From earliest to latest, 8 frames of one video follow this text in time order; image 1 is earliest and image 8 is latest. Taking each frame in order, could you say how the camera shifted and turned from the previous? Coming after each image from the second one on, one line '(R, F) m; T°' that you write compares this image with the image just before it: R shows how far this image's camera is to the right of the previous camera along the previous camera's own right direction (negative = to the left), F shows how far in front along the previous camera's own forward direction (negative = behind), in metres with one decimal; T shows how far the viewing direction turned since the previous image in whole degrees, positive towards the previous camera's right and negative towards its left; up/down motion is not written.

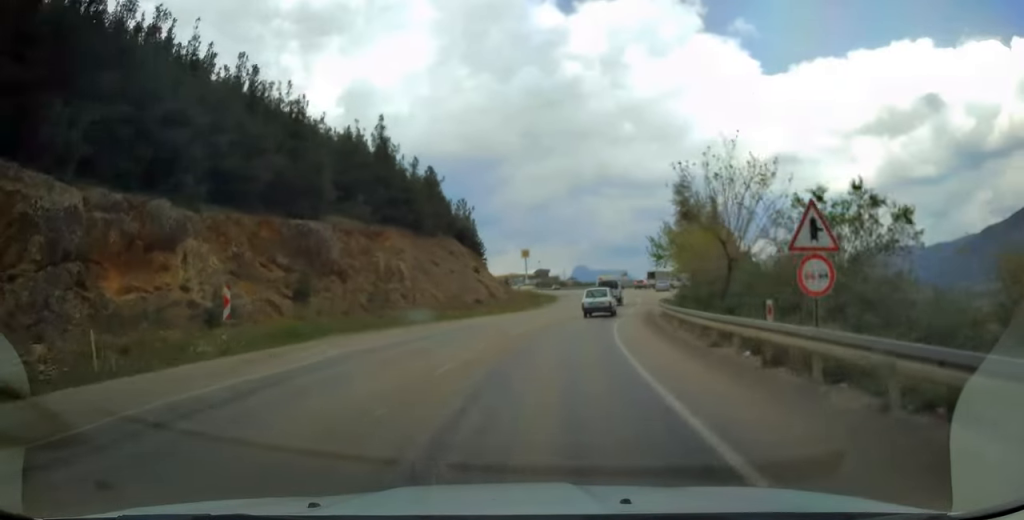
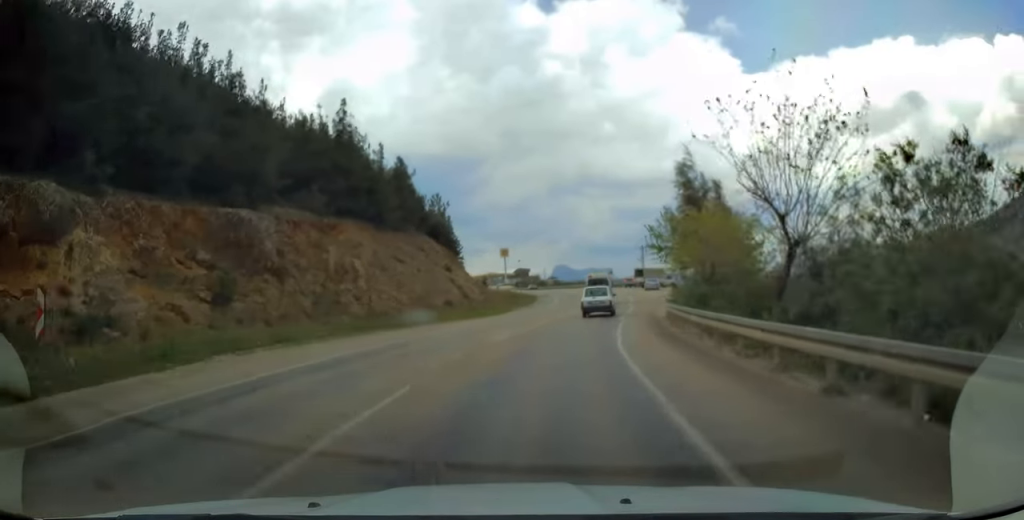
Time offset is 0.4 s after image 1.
(+0.2, +6.9) m; +1°
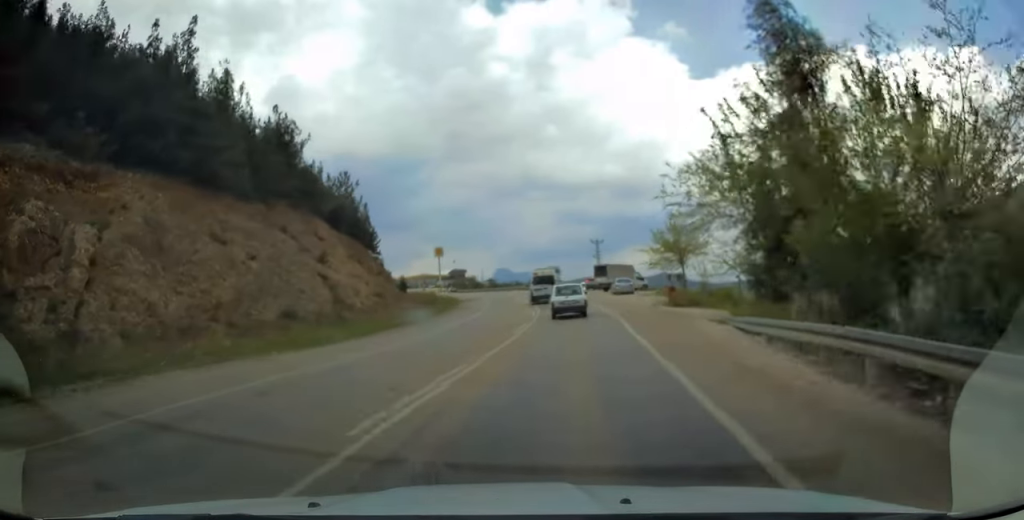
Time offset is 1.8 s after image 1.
(+0.7, +22.9) m; +4°
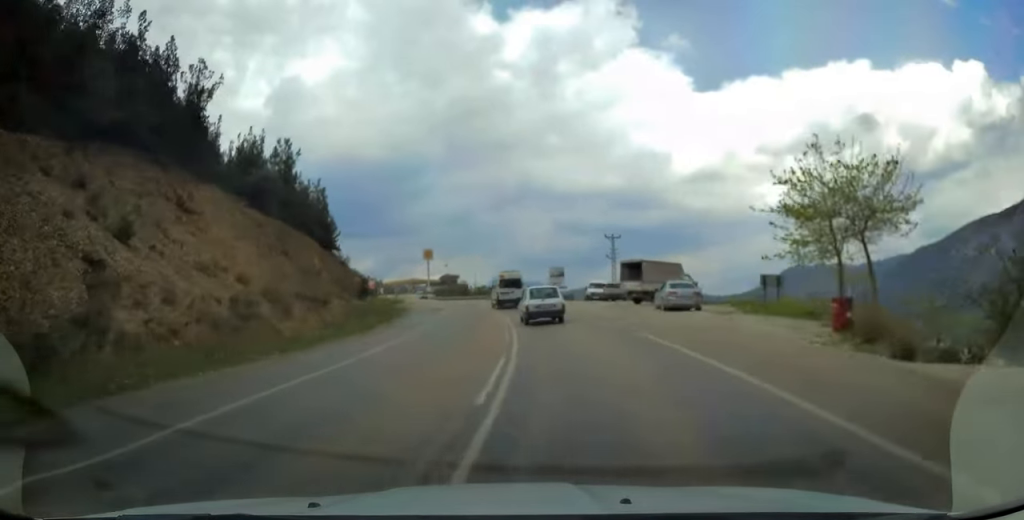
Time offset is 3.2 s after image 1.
(+0.4, +22.8) m; 0°
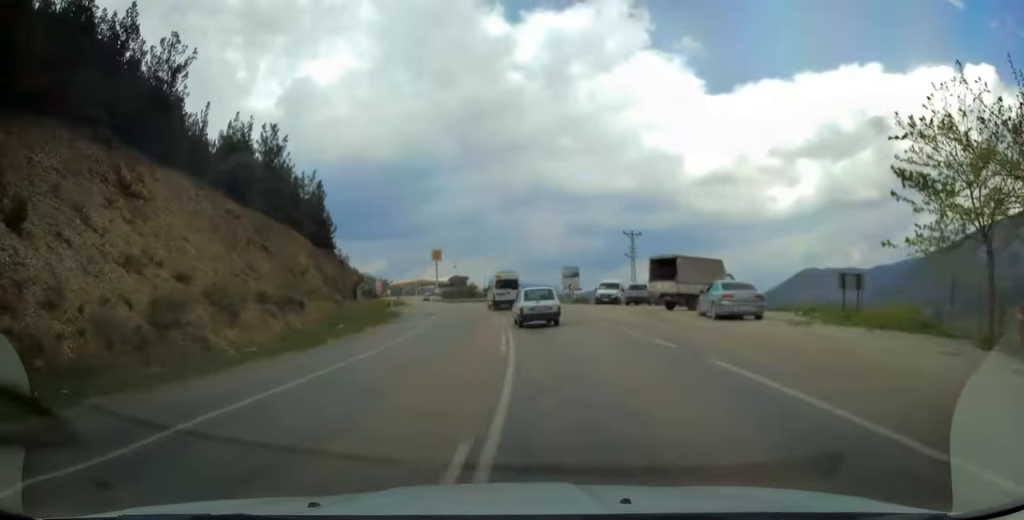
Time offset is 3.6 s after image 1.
(-0.1, +6.9) m; -1°
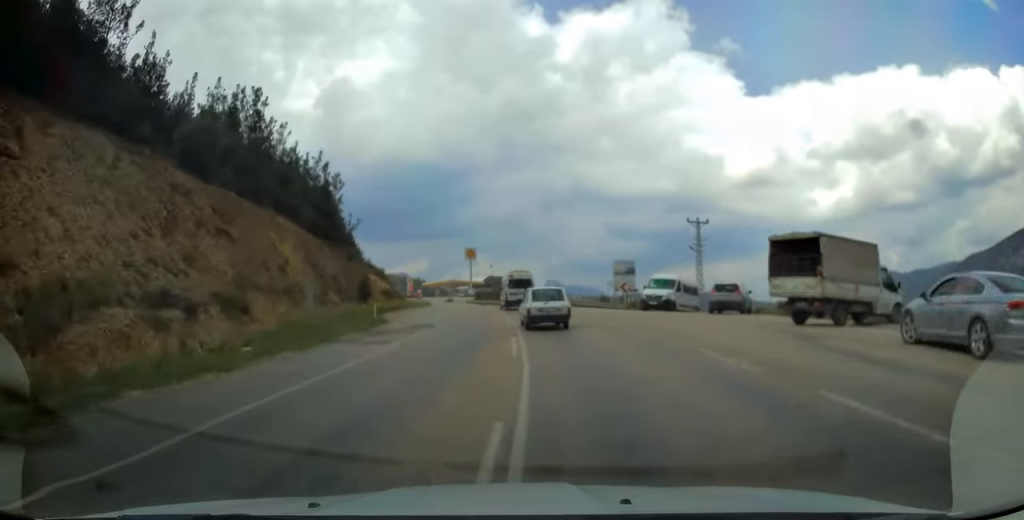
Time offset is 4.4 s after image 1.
(-0.2, +12.7) m; -2°
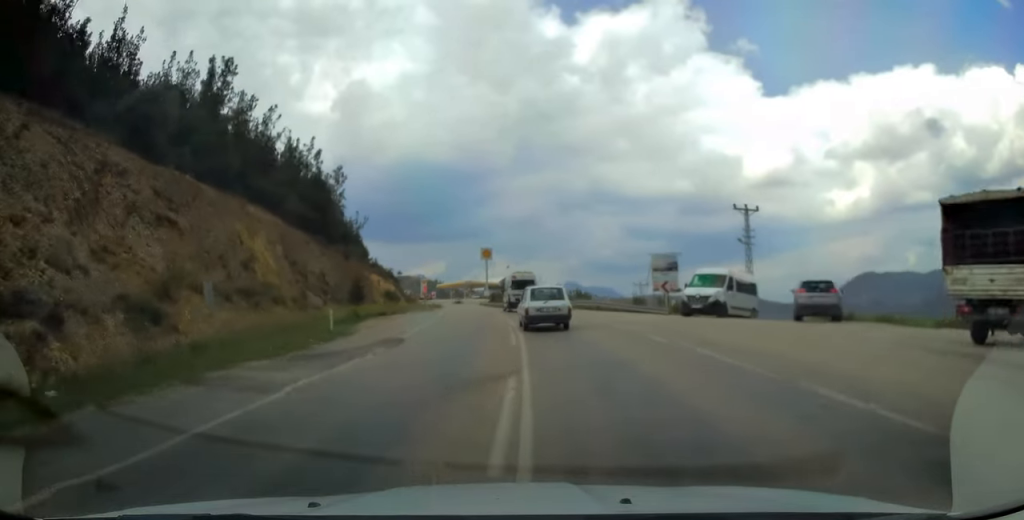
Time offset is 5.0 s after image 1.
(0.0, +8.4) m; -2°
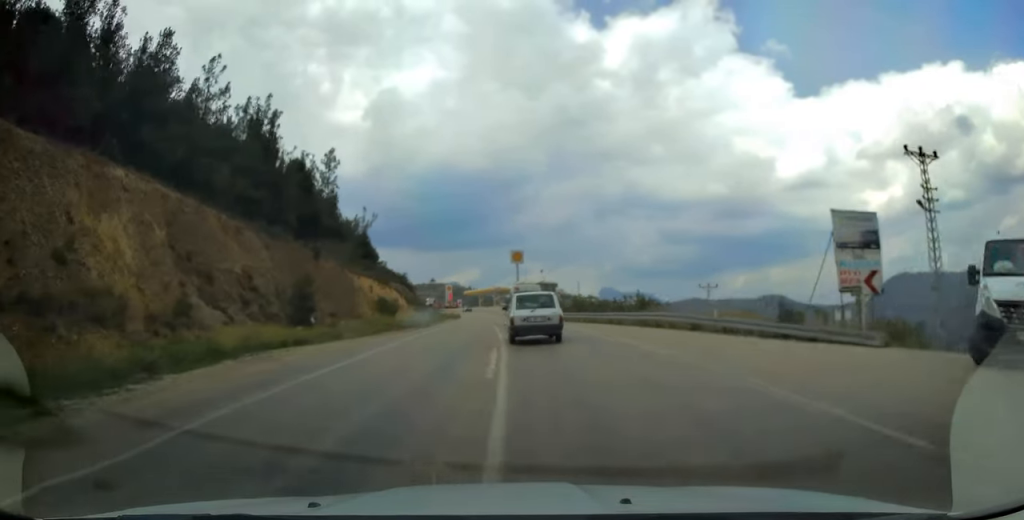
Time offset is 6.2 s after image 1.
(-0.8, +18.9) m; -4°
